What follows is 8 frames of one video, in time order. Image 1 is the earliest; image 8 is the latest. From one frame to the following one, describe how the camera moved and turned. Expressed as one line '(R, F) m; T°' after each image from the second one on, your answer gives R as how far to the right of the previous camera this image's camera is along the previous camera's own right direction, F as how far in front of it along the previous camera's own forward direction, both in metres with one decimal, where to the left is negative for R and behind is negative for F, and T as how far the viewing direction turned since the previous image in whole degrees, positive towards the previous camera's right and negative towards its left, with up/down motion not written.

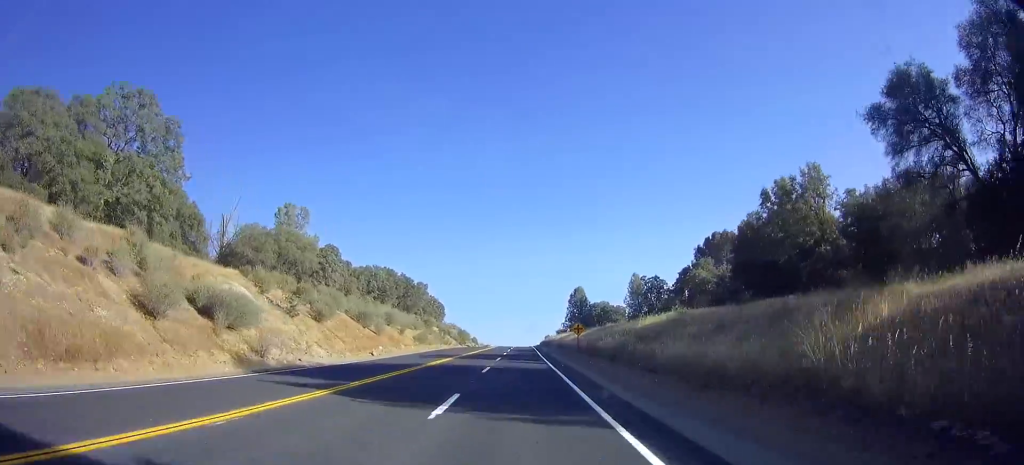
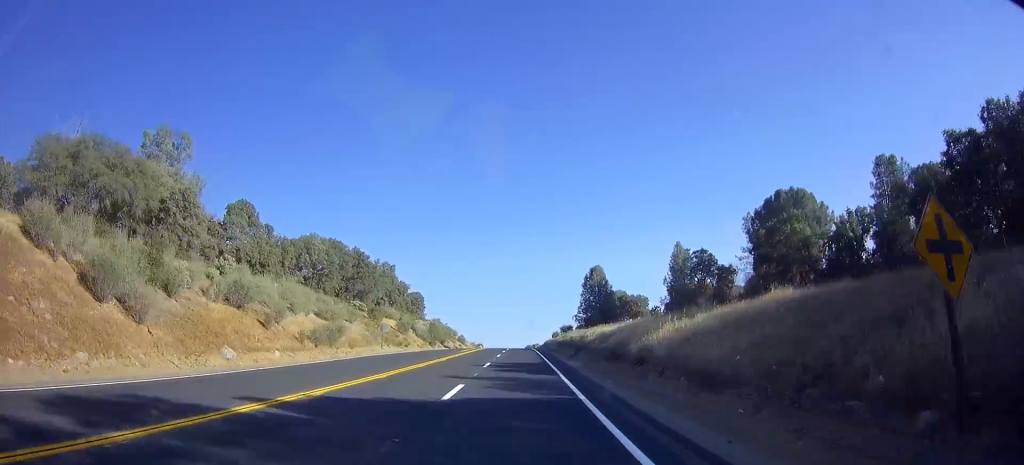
(+0.8, +40.1) m; +1°
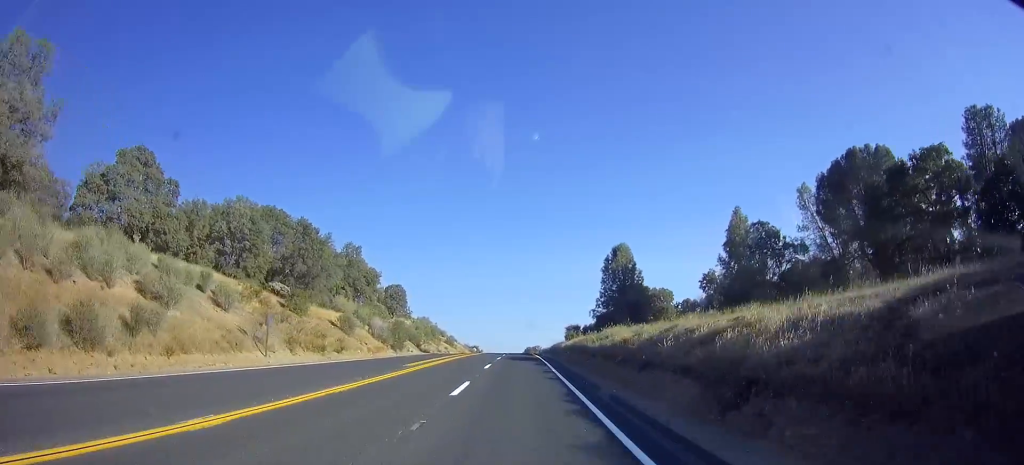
(-0.7, +27.2) m; -1°
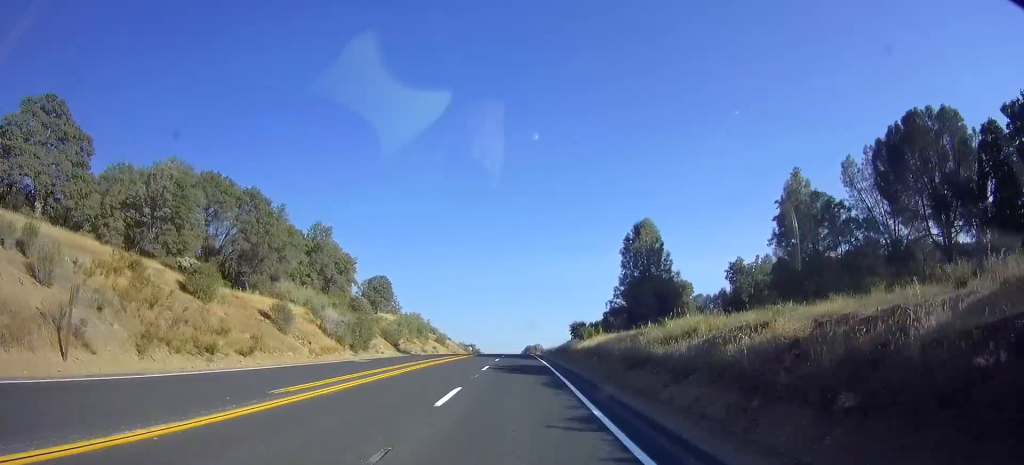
(0.0, +16.3) m; 0°
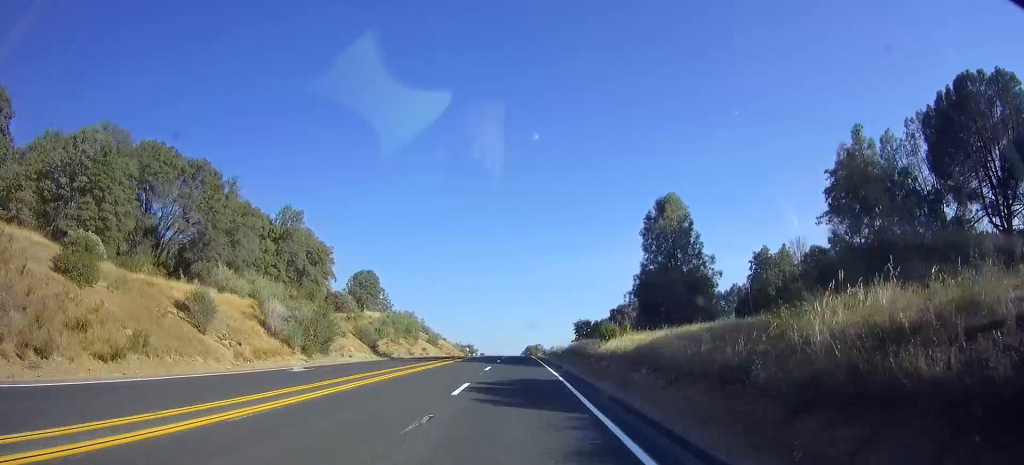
(0.0, +11.8) m; 0°
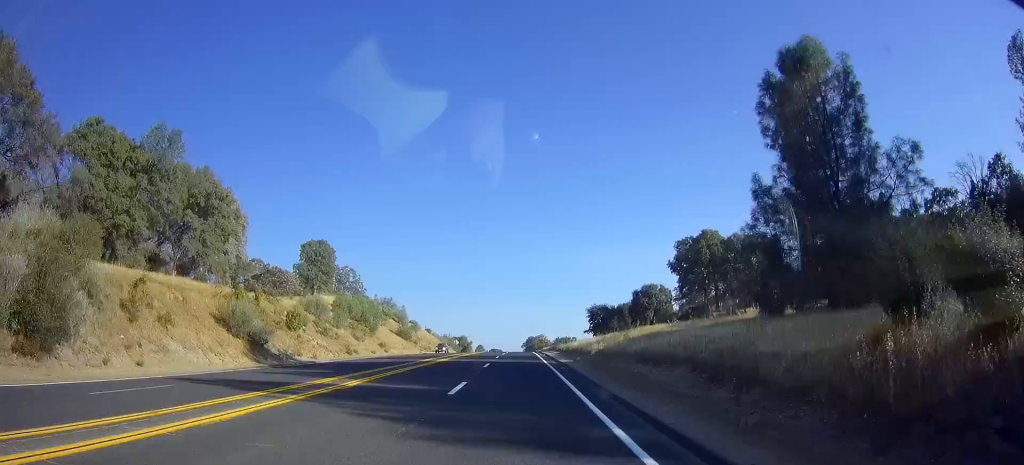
(+0.2, +29.8) m; +1°
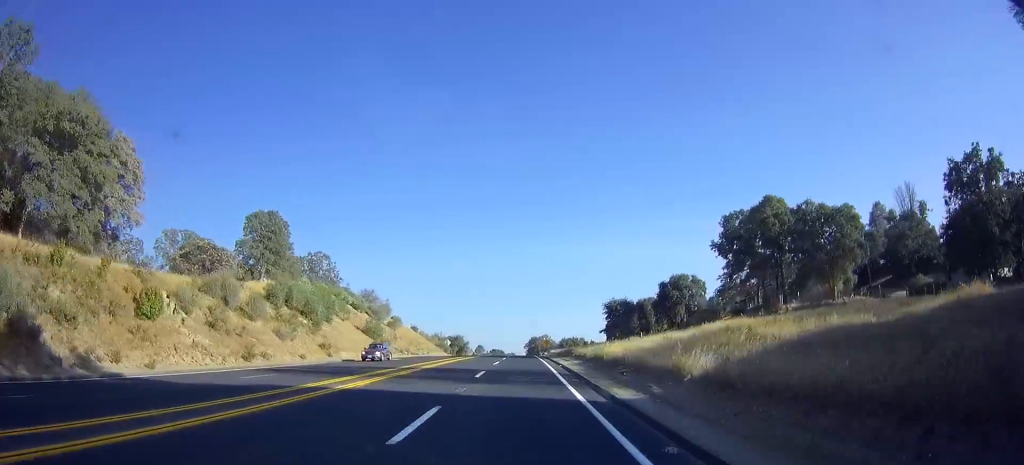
(+0.5, +20.7) m; 0°
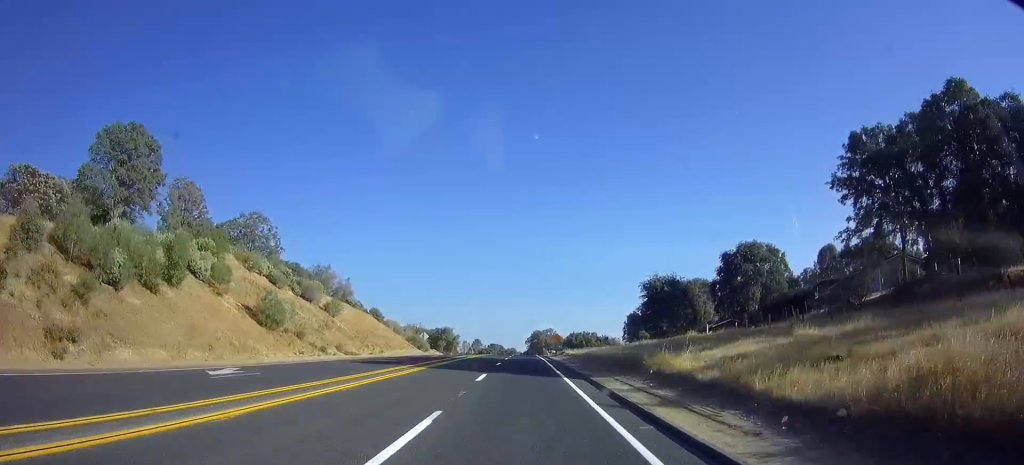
(-0.7, +30.7) m; -2°
